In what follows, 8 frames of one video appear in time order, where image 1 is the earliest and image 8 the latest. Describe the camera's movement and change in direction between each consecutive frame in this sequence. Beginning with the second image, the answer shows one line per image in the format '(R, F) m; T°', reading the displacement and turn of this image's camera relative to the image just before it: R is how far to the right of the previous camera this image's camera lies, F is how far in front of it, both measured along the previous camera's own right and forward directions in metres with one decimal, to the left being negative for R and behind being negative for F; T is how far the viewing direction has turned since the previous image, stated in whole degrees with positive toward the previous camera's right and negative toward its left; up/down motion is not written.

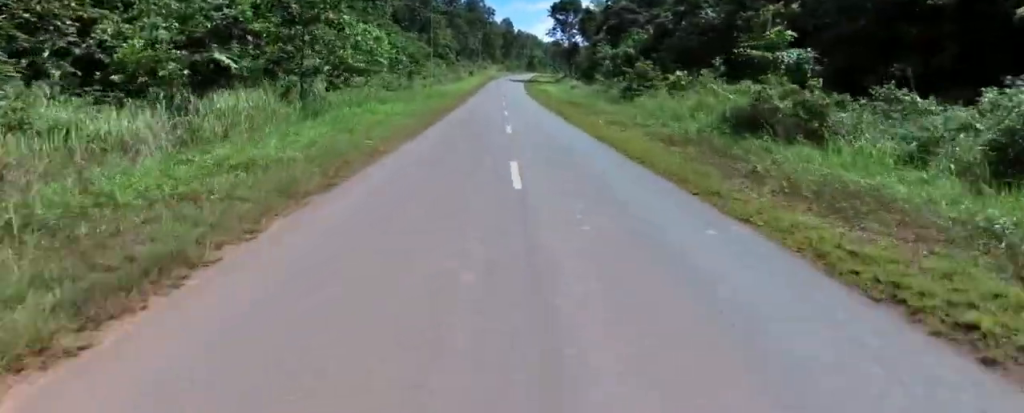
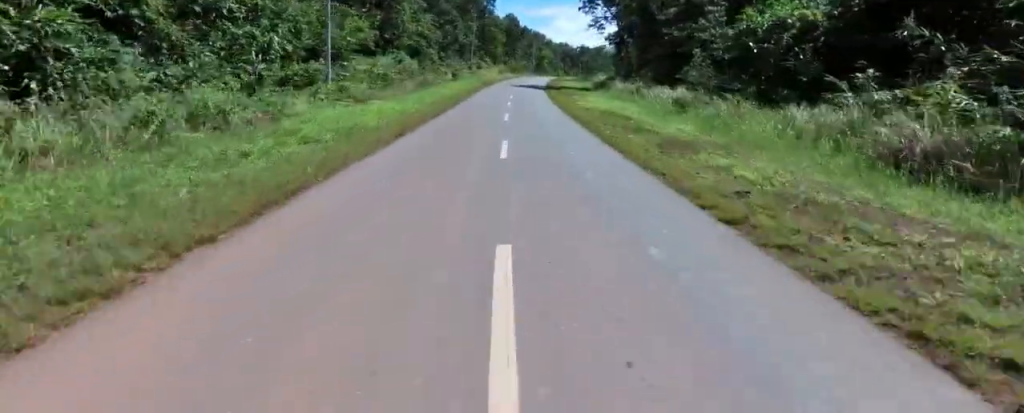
(-1.5, +36.9) m; -2°
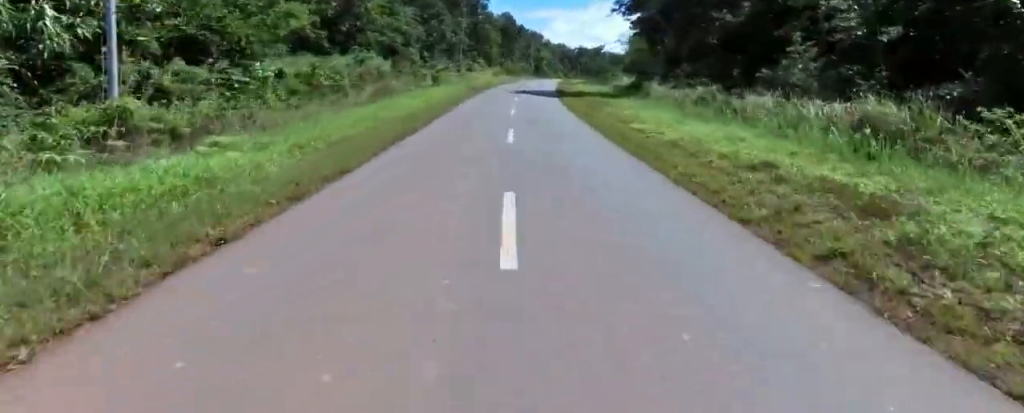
(0.0, +14.0) m; +2°
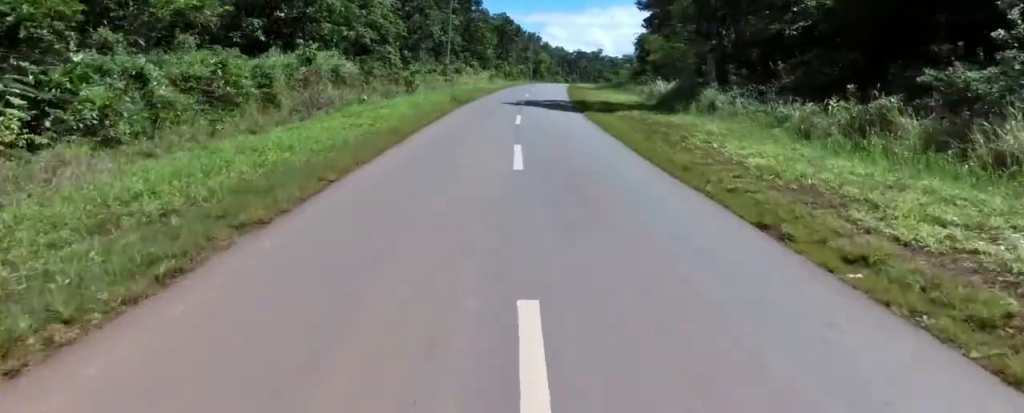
(+0.3, +11.4) m; +1°
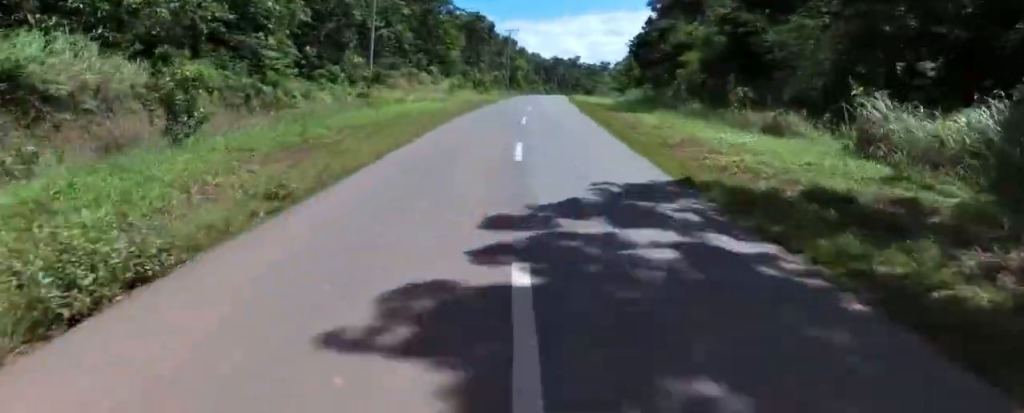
(+0.4, +23.6) m; +1°
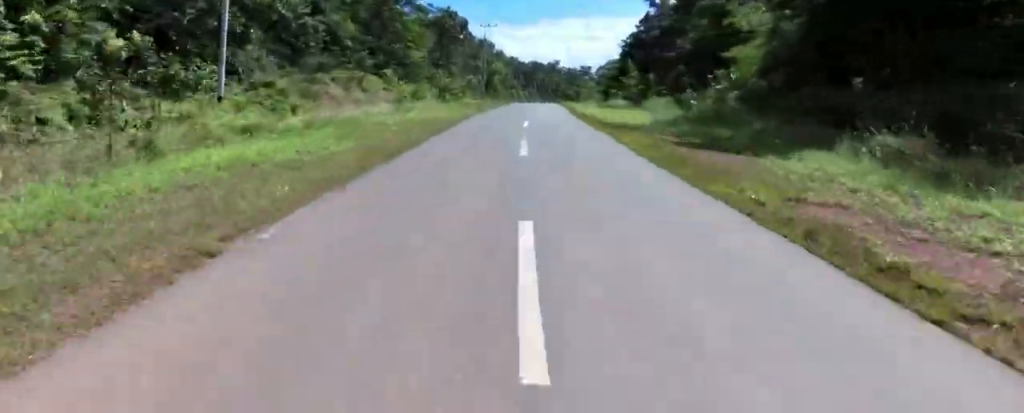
(0.0, +14.8) m; +1°
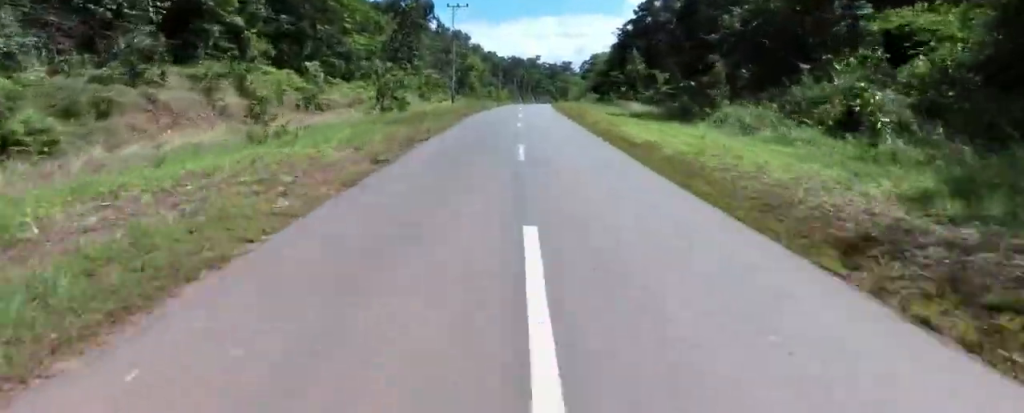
(+0.1, +16.4) m; +3°
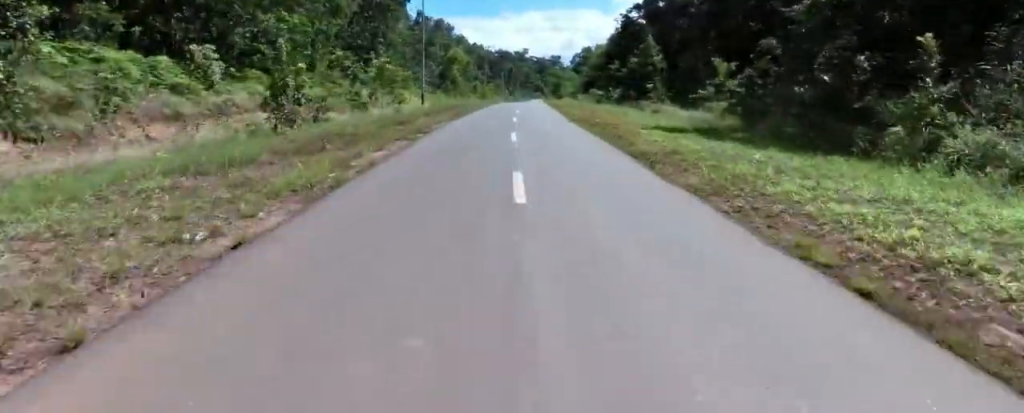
(+0.7, +13.3) m; +2°
